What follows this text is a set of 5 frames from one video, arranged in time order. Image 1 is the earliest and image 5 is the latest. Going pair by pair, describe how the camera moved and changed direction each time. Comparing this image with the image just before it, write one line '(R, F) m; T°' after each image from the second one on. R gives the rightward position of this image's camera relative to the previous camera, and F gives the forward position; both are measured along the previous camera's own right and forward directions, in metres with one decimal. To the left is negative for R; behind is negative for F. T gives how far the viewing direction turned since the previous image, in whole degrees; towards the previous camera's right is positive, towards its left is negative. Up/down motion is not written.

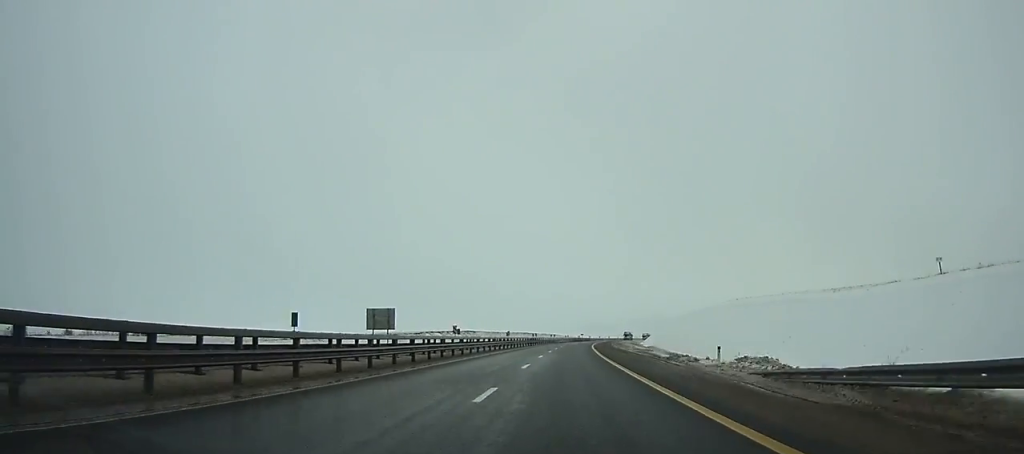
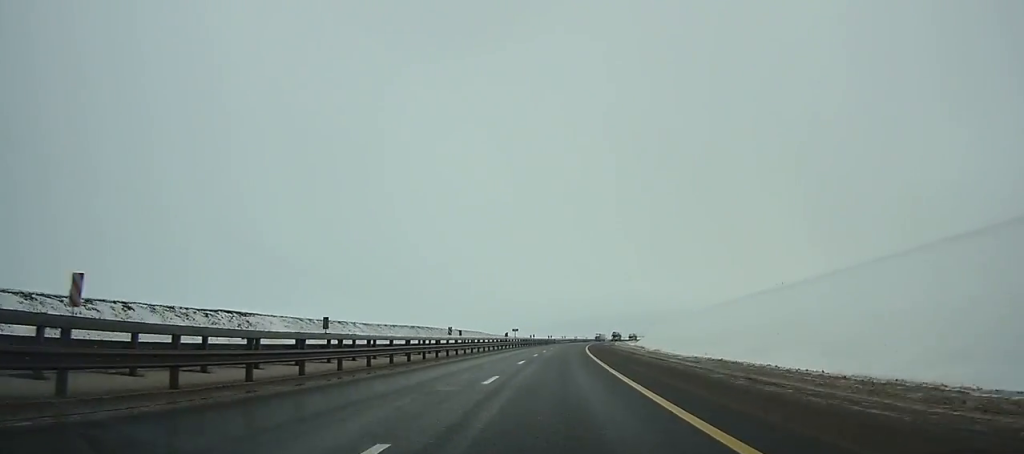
(+5.5, +114.2) m; +5°
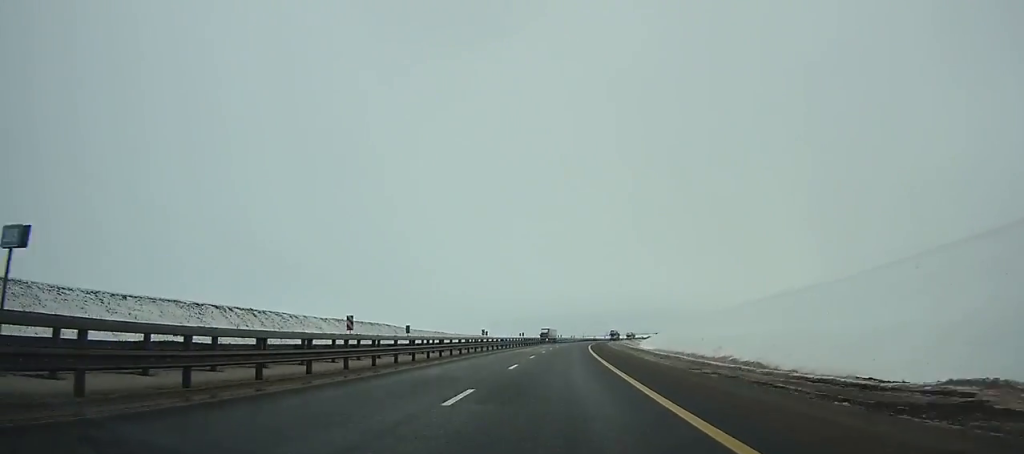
(+1.9, +74.8) m; +4°
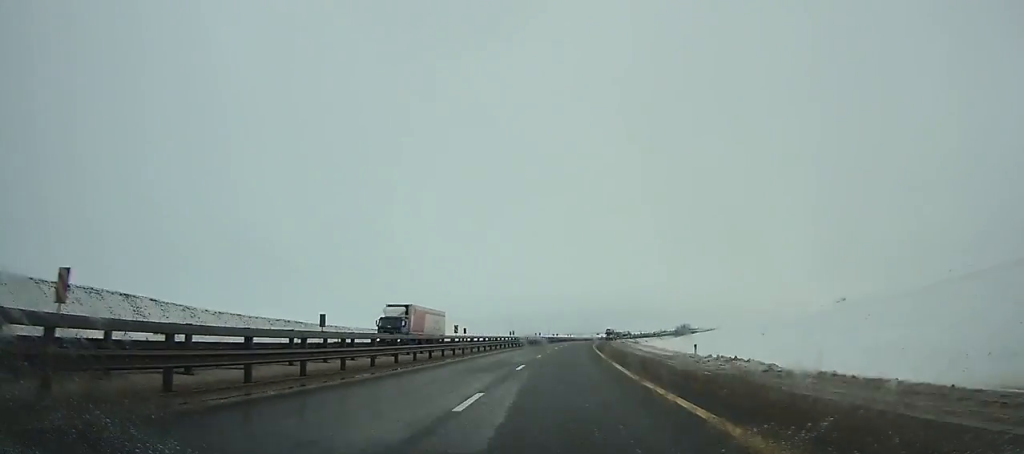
(+2.8, +72.3) m; +4°
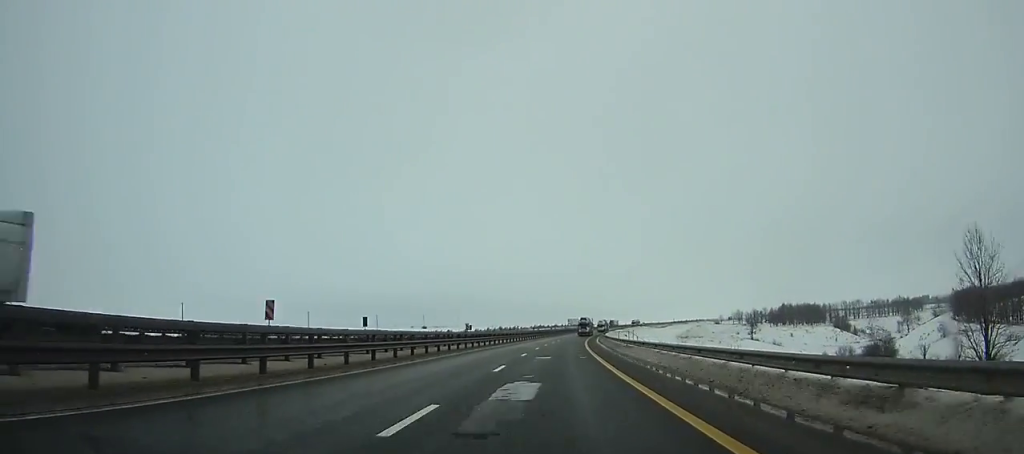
(+34.5, +284.5) m; +14°
